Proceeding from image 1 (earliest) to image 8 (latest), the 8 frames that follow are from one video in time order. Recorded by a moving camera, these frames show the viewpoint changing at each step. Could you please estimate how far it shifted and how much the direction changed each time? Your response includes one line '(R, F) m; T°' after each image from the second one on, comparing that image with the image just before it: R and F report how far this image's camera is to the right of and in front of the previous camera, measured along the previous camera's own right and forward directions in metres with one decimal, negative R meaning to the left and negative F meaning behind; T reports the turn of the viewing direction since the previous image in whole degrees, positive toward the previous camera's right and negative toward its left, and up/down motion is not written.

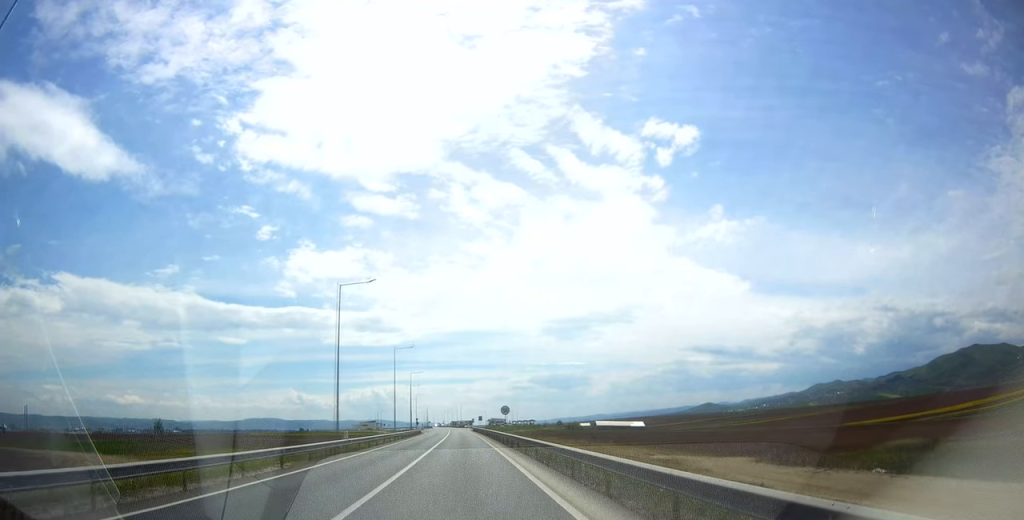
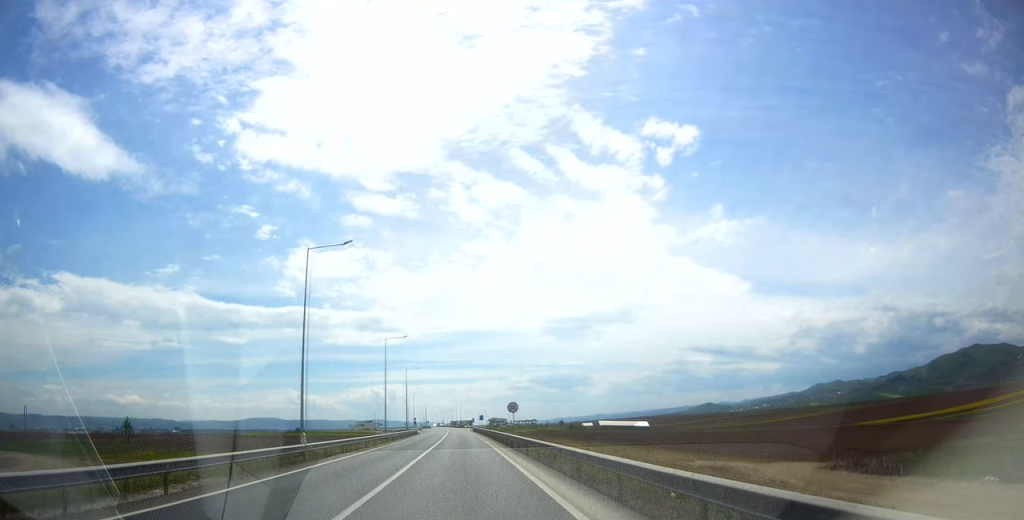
(0.0, +8.6) m; 0°
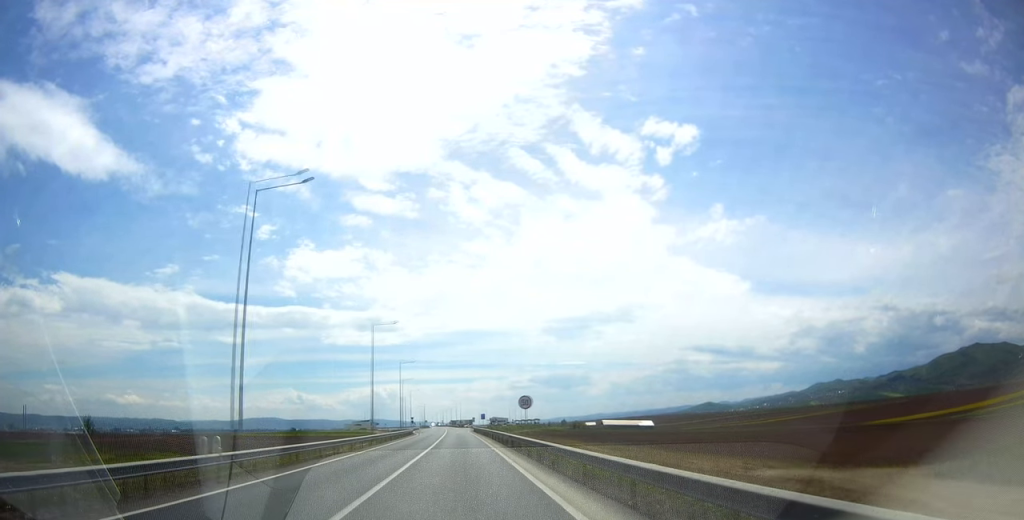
(-0.1, +9.4) m; 0°
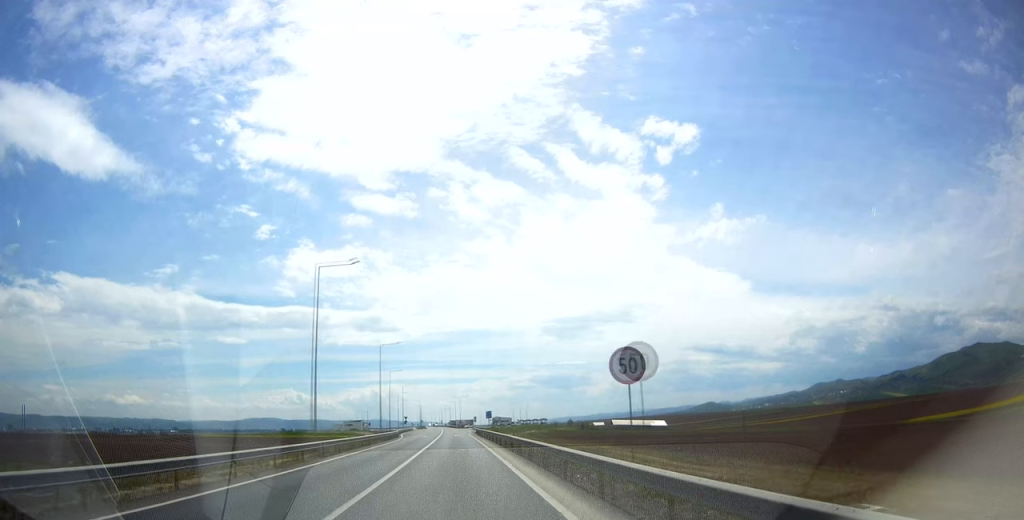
(-0.1, +22.2) m; 0°
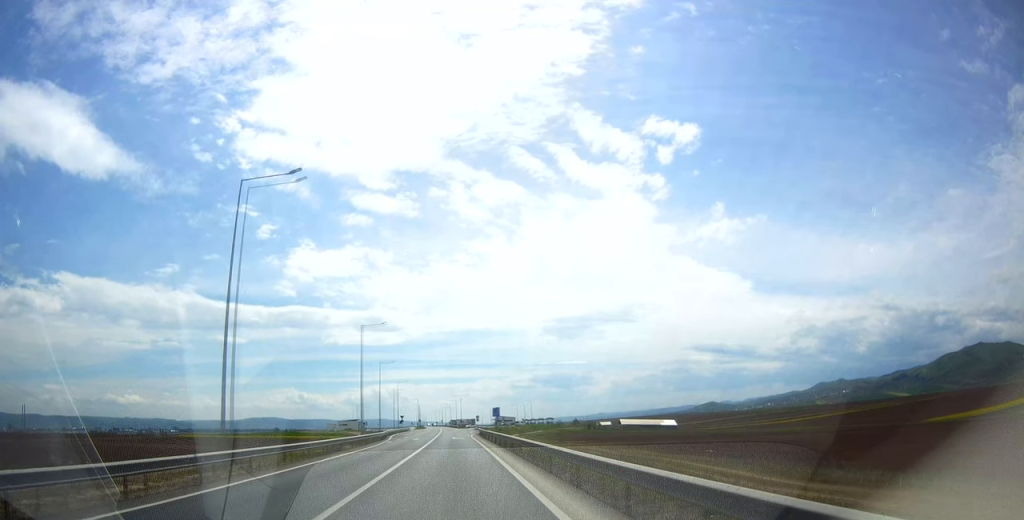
(0.0, +13.7) m; 0°
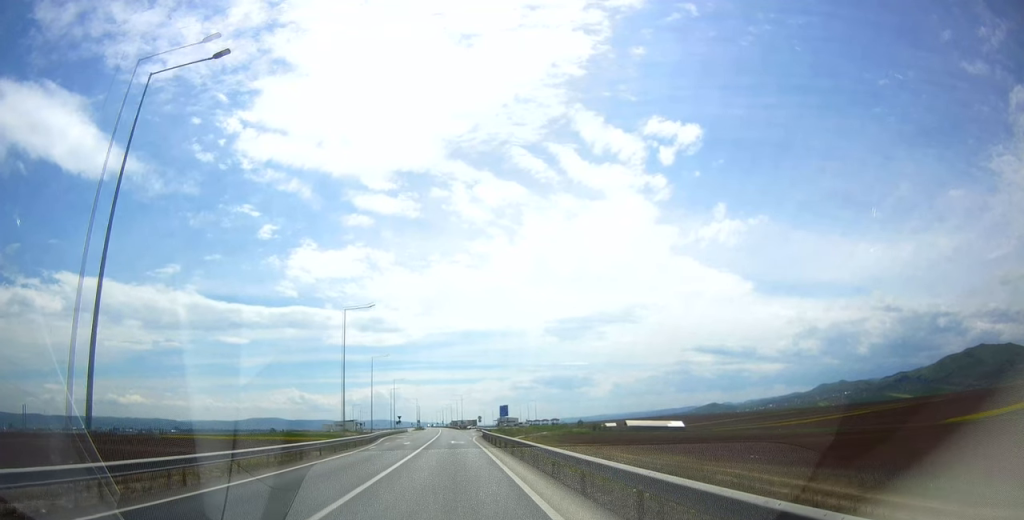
(0.0, +9.4) m; 0°
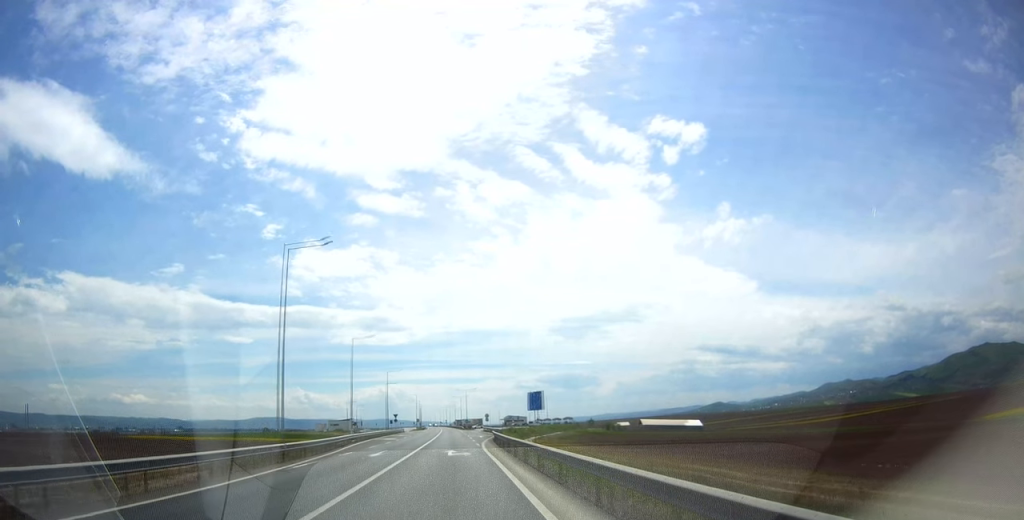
(0.0, +17.9) m; 0°
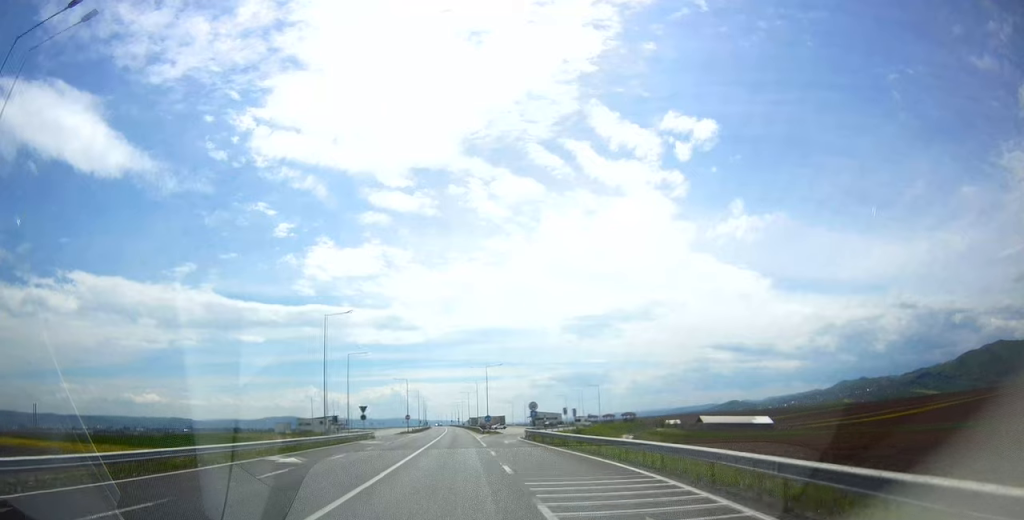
(-0.7, +57.7) m; -1°
